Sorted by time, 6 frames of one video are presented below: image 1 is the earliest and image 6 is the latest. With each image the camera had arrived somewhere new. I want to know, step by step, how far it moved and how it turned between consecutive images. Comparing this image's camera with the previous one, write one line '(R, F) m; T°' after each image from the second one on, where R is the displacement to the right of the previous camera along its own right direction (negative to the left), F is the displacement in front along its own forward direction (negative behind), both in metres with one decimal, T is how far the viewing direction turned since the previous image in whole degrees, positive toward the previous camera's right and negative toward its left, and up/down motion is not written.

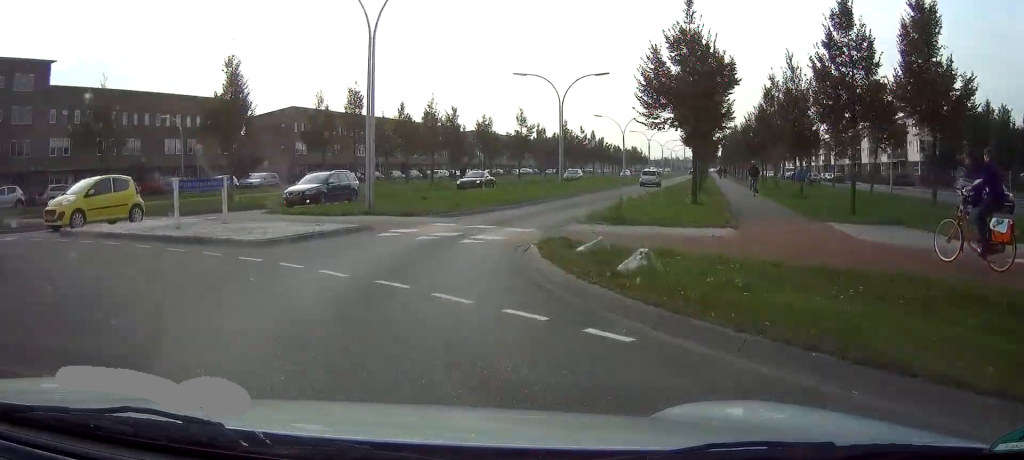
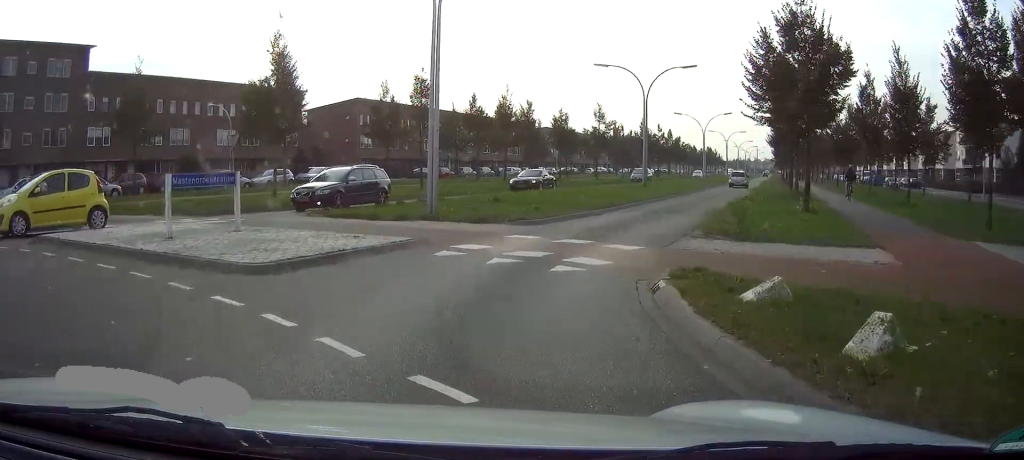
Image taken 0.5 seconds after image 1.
(-0.6, +3.7) m; -3°
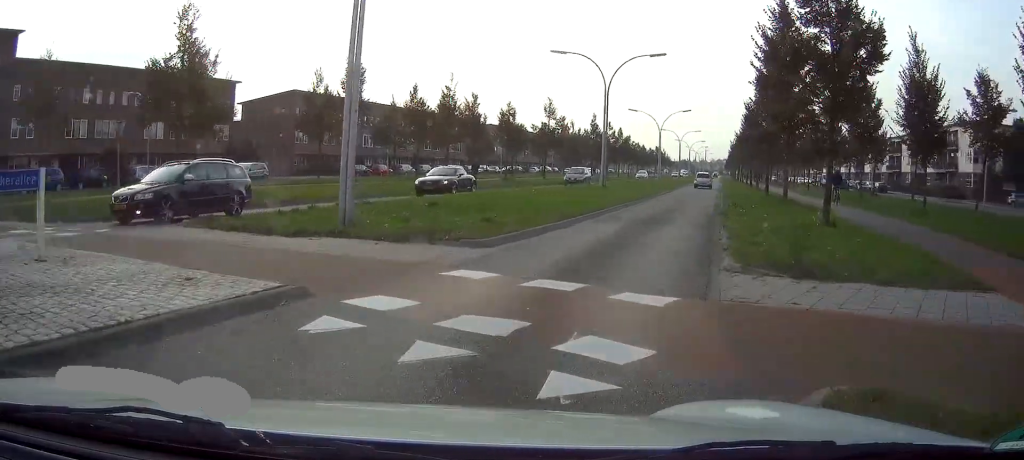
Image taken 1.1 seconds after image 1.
(-0.1, +5.0) m; +1°
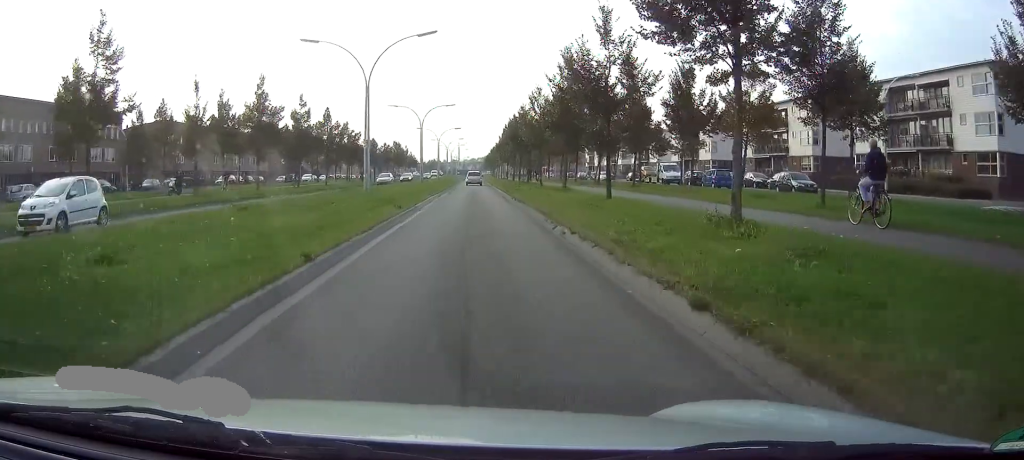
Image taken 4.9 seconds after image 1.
(+8.4, +40.1) m; +16°
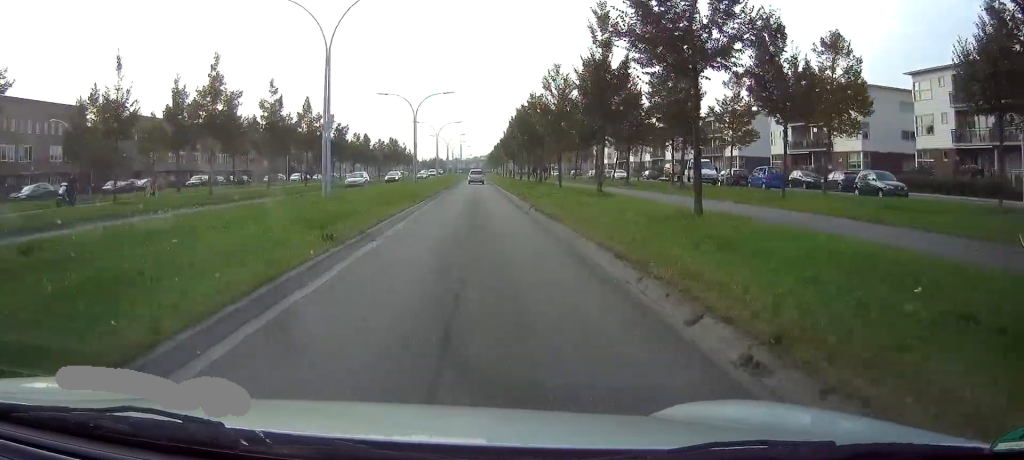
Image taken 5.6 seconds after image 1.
(+0.1, +9.7) m; 0°
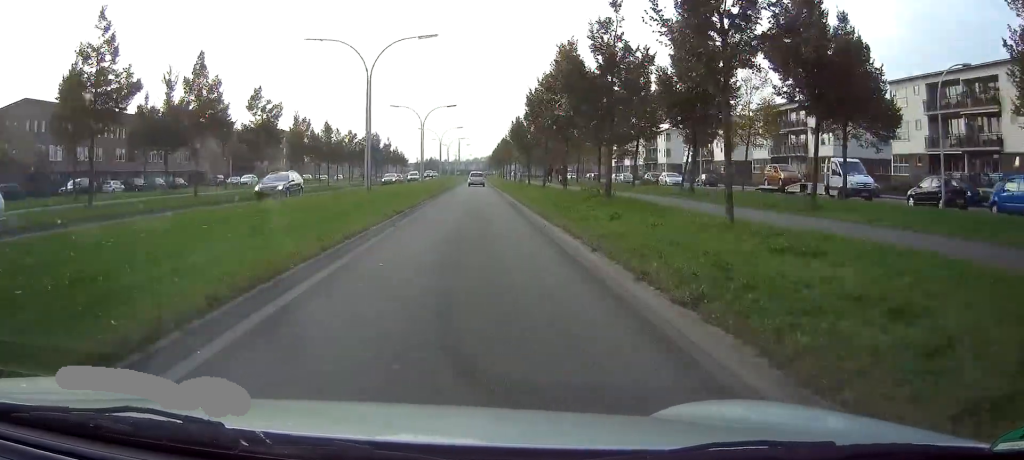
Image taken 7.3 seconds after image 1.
(0.0, +25.8) m; 0°
